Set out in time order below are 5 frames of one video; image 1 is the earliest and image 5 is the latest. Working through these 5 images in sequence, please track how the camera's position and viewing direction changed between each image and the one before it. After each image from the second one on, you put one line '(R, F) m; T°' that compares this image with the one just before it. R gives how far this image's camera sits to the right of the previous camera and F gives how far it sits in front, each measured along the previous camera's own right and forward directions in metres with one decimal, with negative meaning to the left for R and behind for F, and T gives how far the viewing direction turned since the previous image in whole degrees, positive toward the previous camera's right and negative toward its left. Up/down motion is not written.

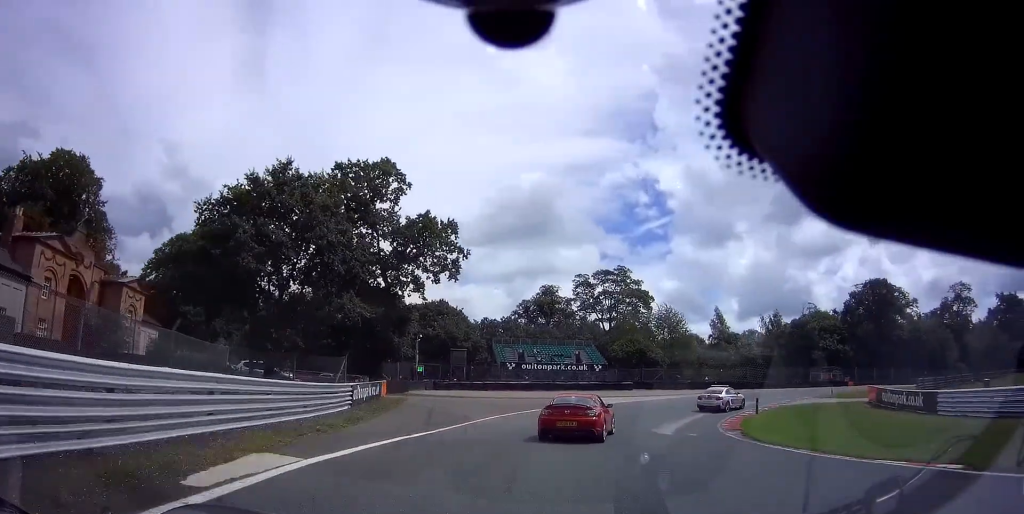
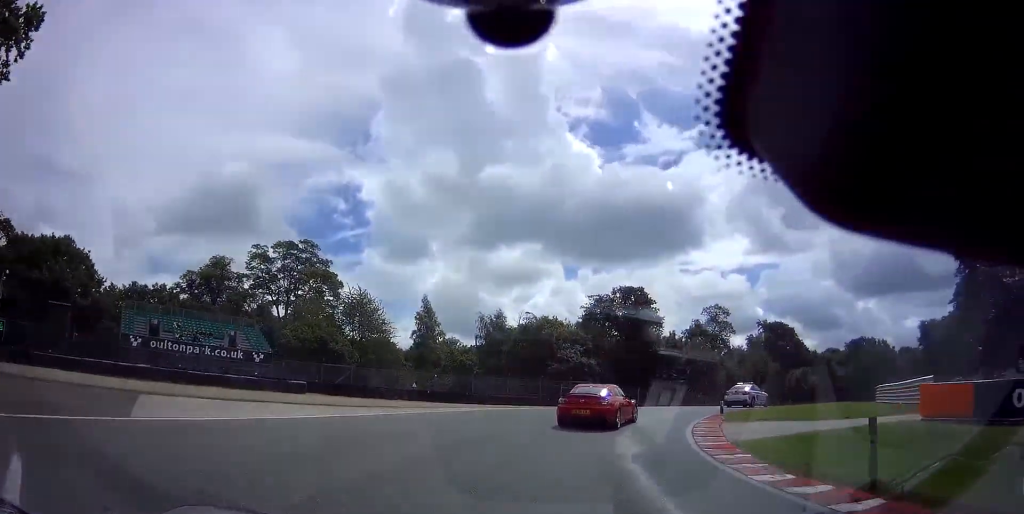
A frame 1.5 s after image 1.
(+5.0, +24.0) m; +31°
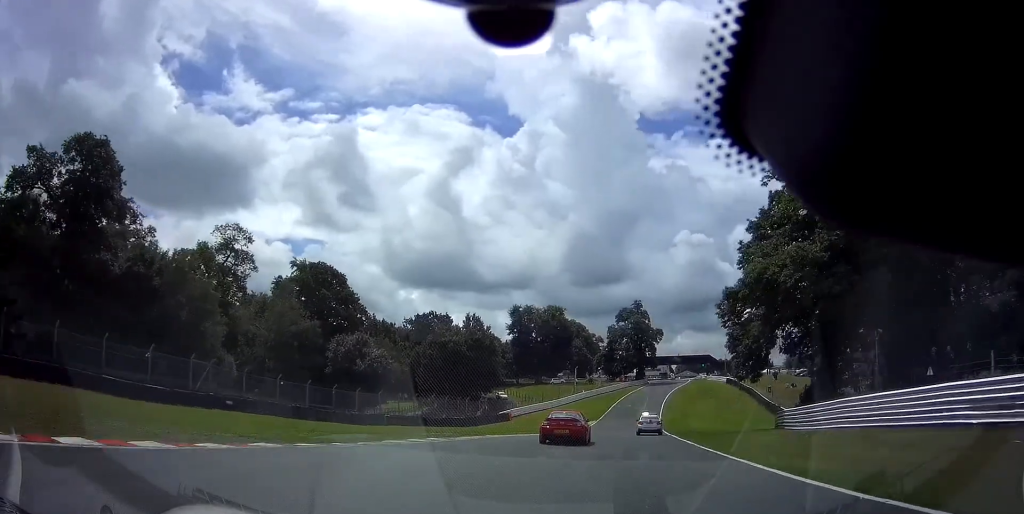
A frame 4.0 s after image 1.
(+21.2, +38.8) m; +46°
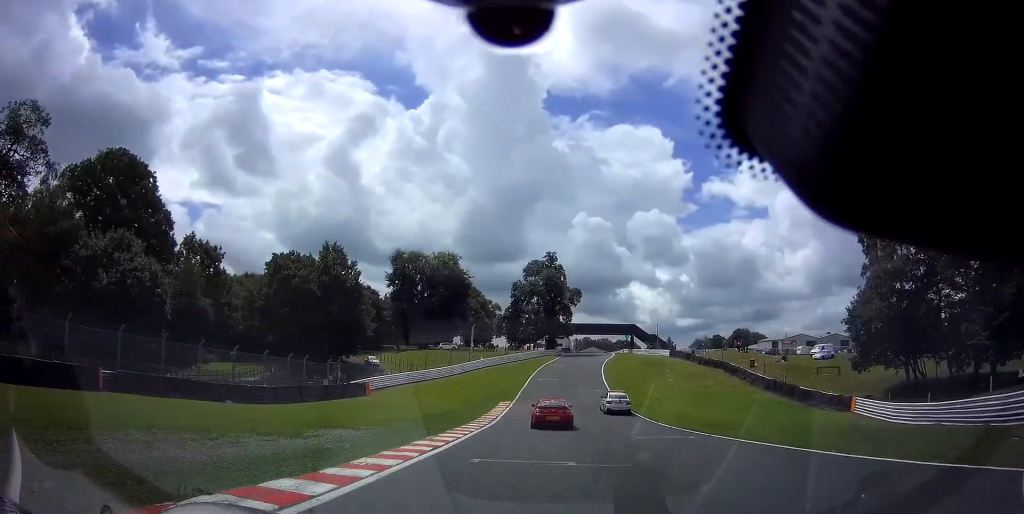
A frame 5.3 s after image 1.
(+3.3, +28.7) m; +12°
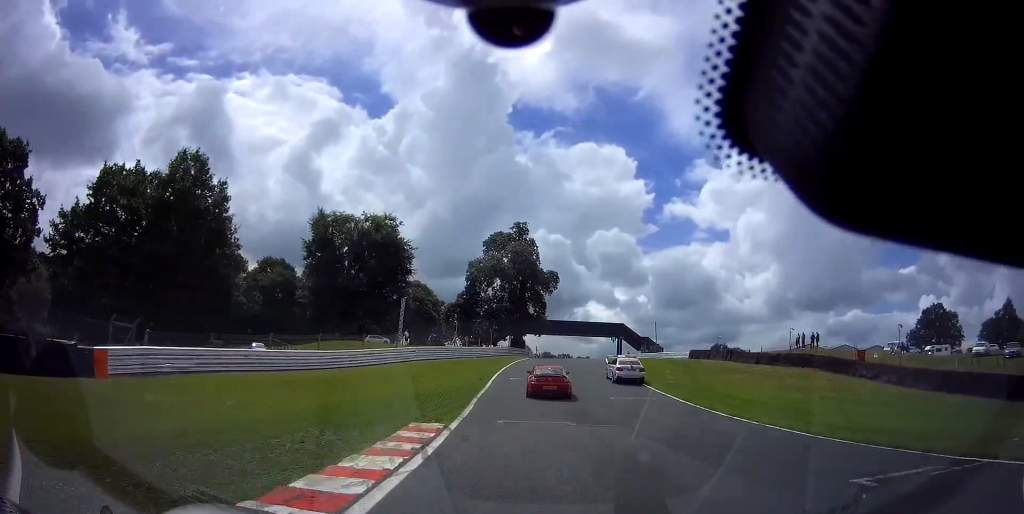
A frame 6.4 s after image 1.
(+1.5, +28.2) m; +6°
